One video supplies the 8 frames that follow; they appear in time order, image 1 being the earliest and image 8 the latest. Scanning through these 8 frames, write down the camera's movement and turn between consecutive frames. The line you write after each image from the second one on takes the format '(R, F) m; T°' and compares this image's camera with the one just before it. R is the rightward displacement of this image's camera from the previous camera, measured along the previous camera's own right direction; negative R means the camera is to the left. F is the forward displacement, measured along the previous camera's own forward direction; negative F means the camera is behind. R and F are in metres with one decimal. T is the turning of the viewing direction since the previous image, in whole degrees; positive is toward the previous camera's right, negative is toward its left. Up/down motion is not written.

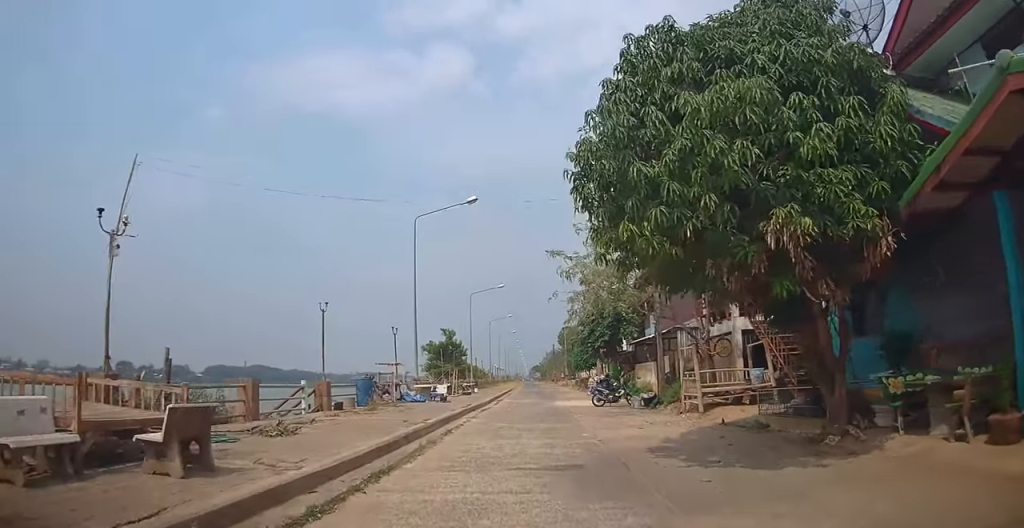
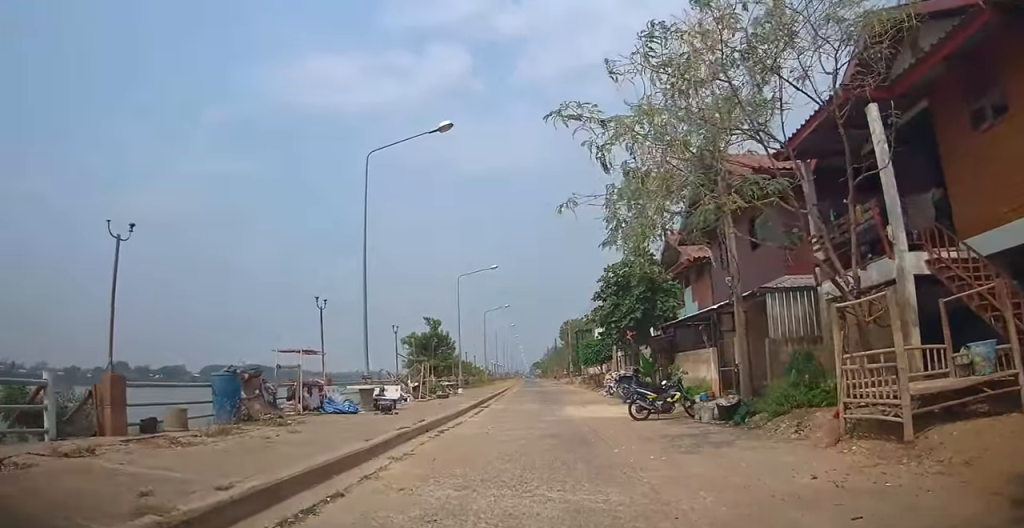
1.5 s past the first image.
(+0.4, +9.6) m; +1°
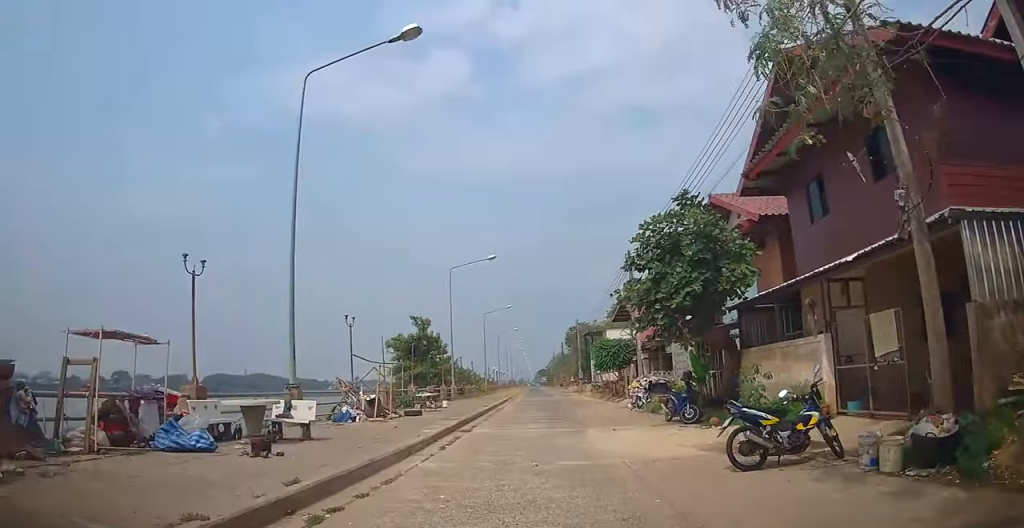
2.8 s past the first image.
(-0.3, +7.7) m; -2°
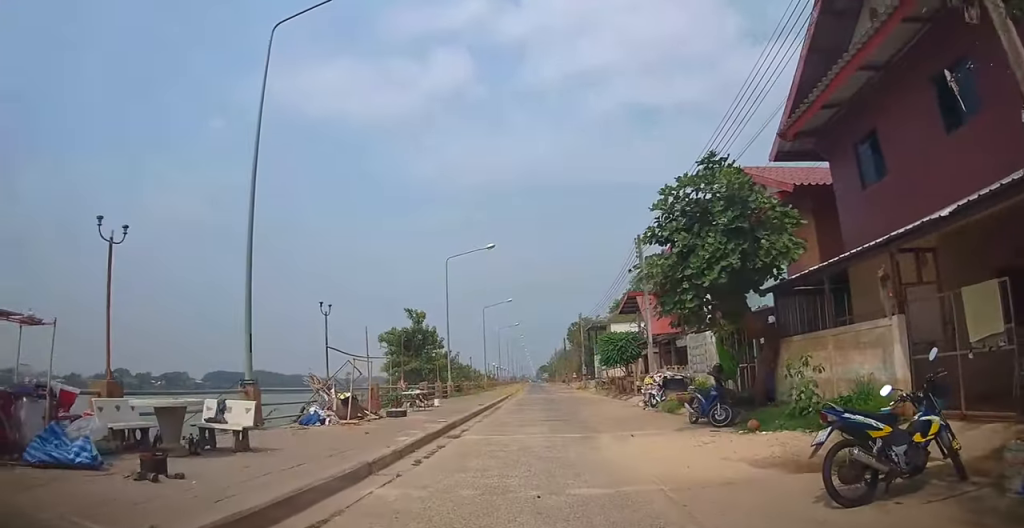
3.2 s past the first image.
(0.0, +2.8) m; 0°
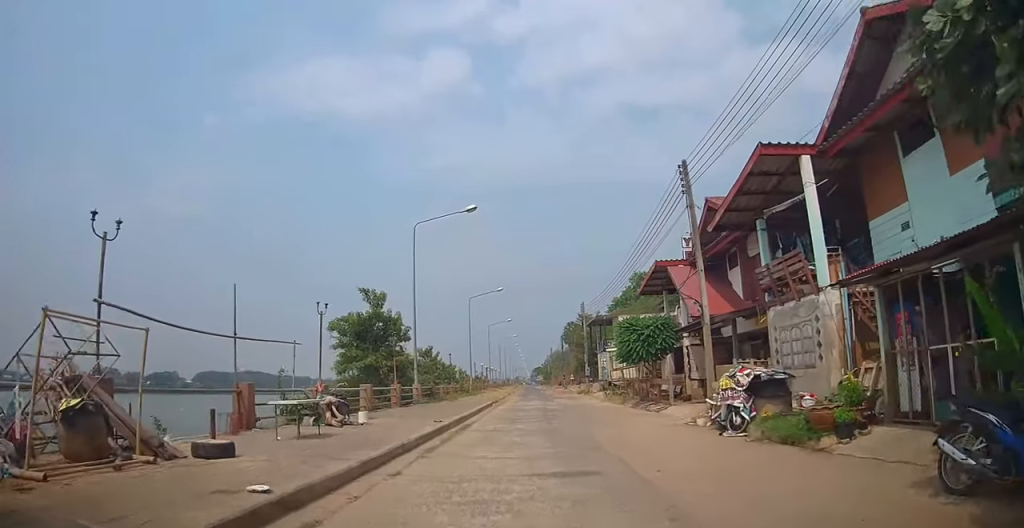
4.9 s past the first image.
(-0.1, +10.7) m; -1°
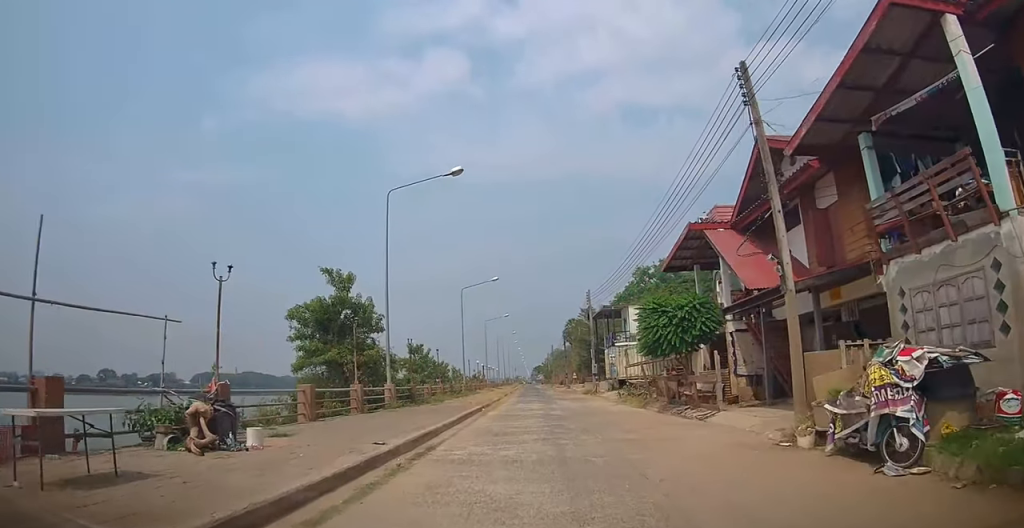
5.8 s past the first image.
(0.0, +6.2) m; +1°
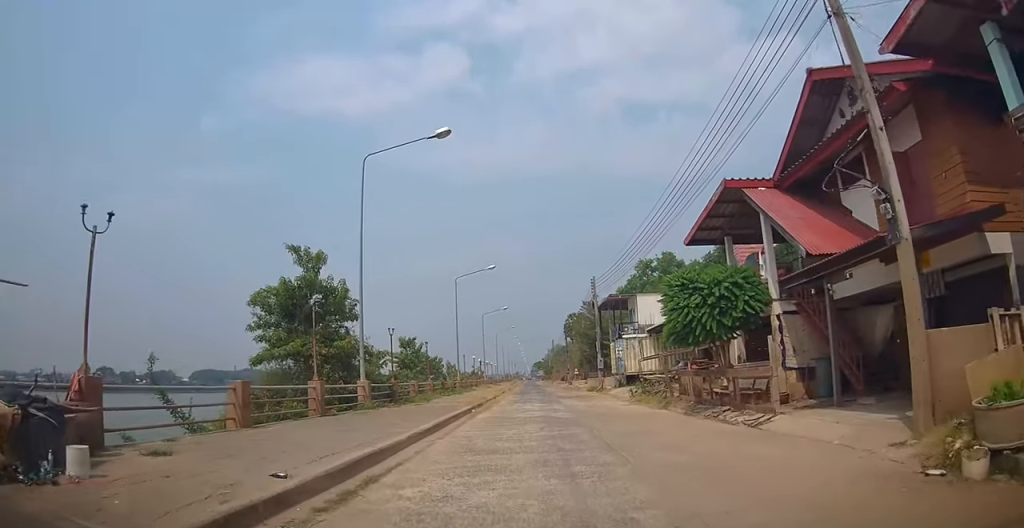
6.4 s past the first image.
(0.0, +4.1) m; 0°
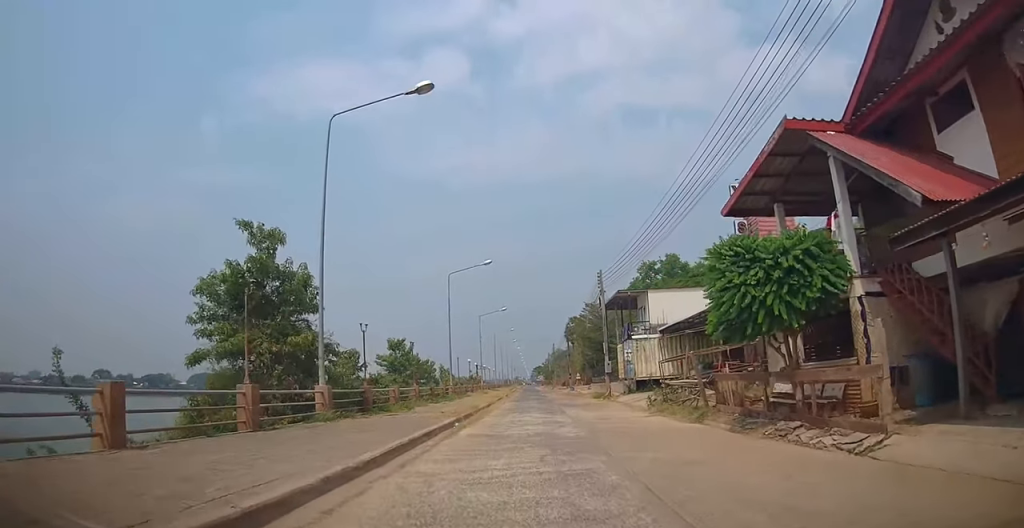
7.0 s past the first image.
(+0.1, +4.5) m; 0°
